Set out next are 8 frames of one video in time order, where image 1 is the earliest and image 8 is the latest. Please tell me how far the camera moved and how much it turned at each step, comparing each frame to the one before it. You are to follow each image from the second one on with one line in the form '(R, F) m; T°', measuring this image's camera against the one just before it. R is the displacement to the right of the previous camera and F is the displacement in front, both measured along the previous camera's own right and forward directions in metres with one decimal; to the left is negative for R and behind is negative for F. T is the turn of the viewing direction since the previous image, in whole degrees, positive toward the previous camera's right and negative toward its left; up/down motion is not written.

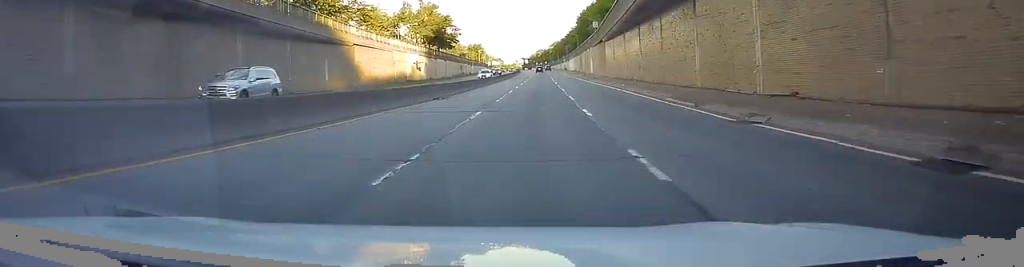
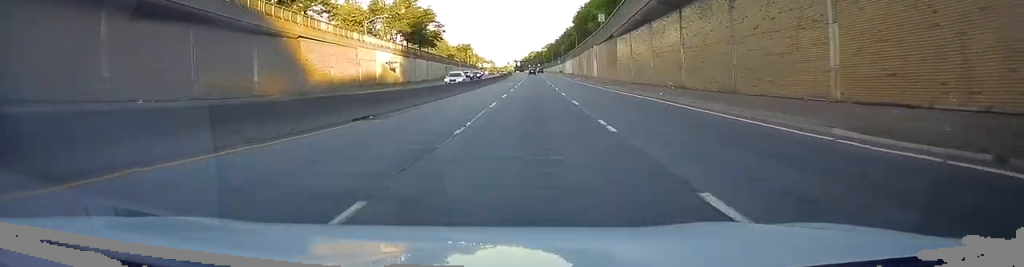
(+0.1, +15.2) m; +1°
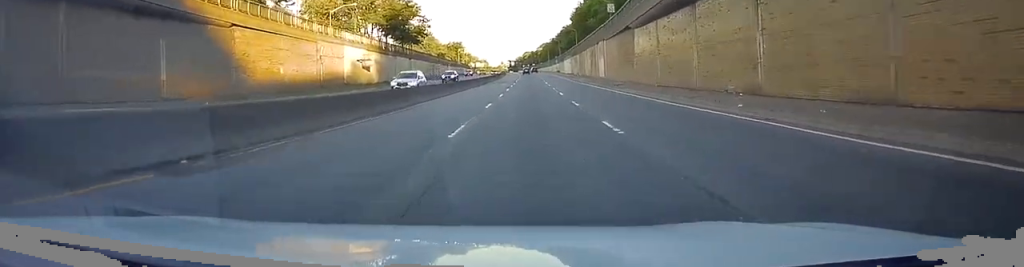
(-0.1, +12.3) m; +1°
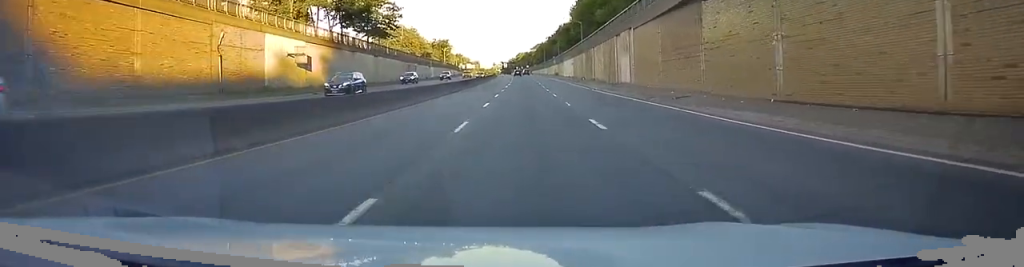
(+0.2, +20.4) m; 0°
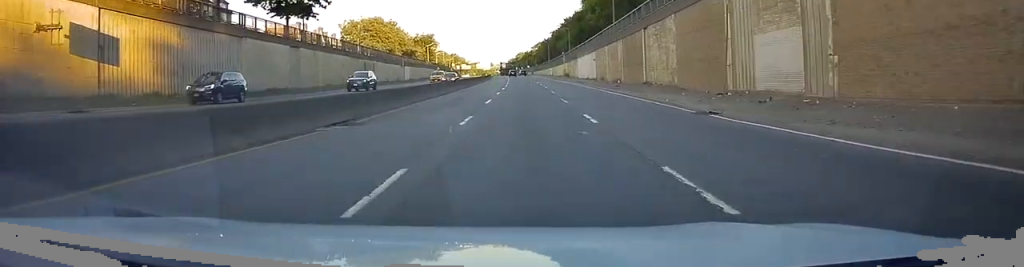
(0.0, +31.2) m; -1°
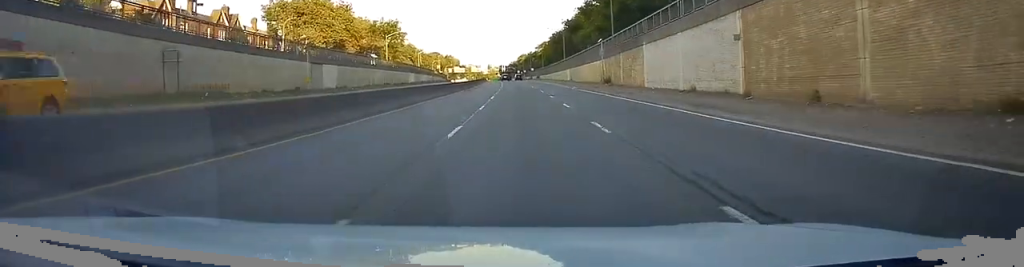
(-0.4, +47.2) m; 0°
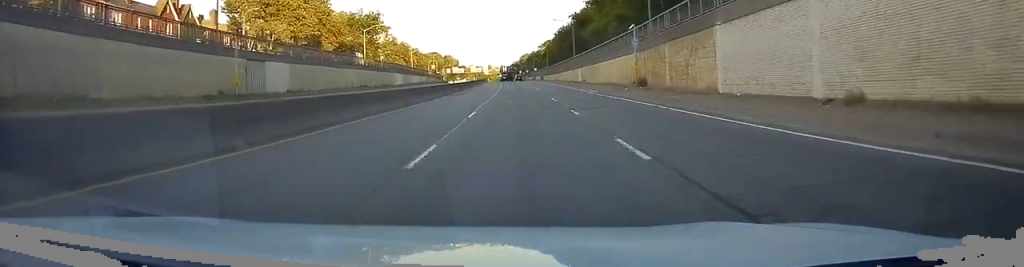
(0.0, +15.5) m; 0°
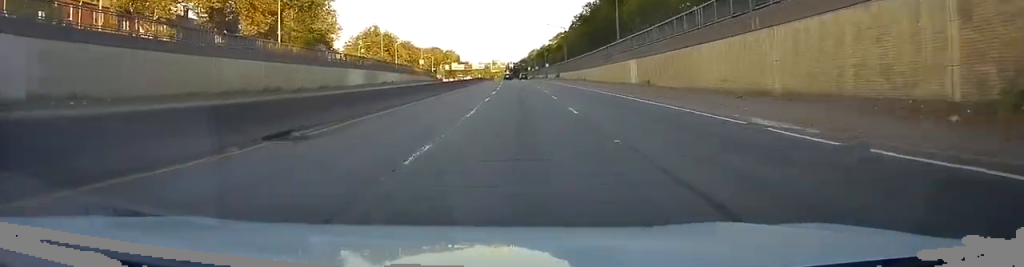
(0.0, +33.4) m; -1°
